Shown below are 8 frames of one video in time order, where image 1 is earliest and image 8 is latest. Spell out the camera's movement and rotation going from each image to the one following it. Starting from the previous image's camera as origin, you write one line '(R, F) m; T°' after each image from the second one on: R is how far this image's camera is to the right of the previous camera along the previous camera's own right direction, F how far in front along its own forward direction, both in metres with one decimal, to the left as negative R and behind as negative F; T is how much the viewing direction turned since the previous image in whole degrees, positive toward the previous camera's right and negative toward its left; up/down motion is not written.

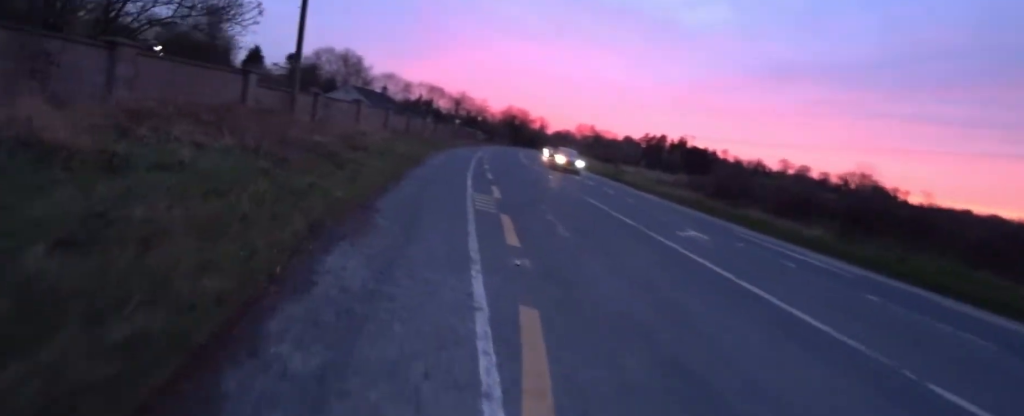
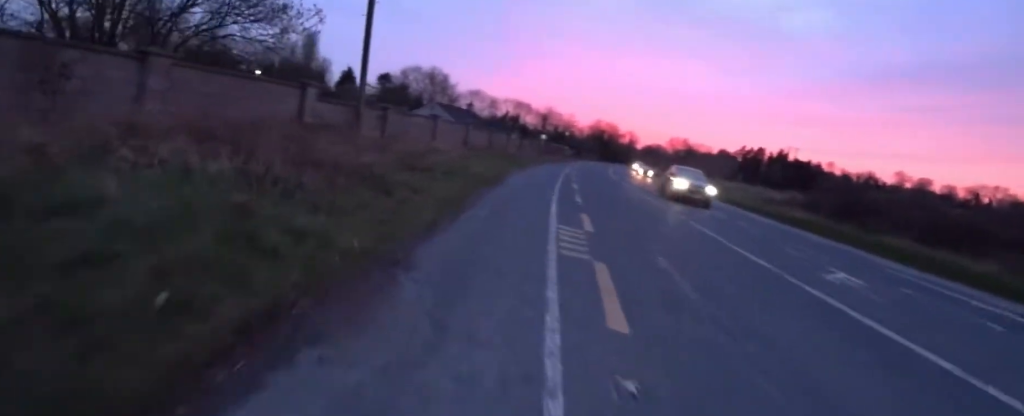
(0.0, +2.3) m; +4°
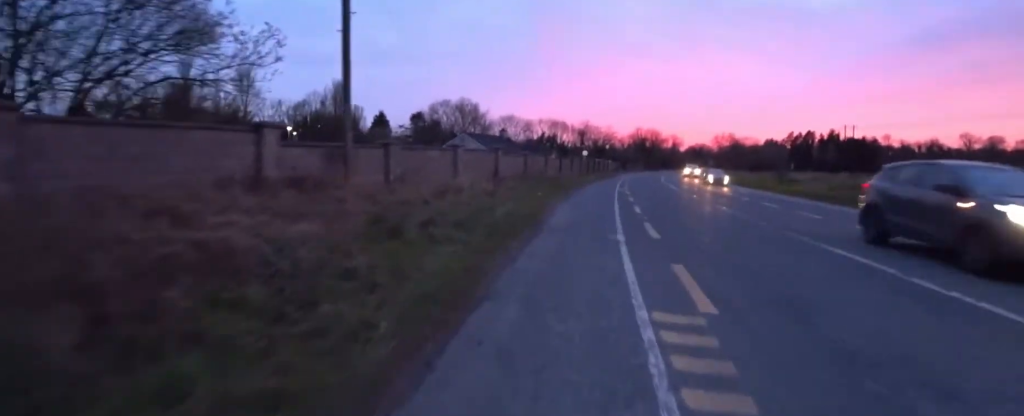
(+0.5, +3.6) m; +11°
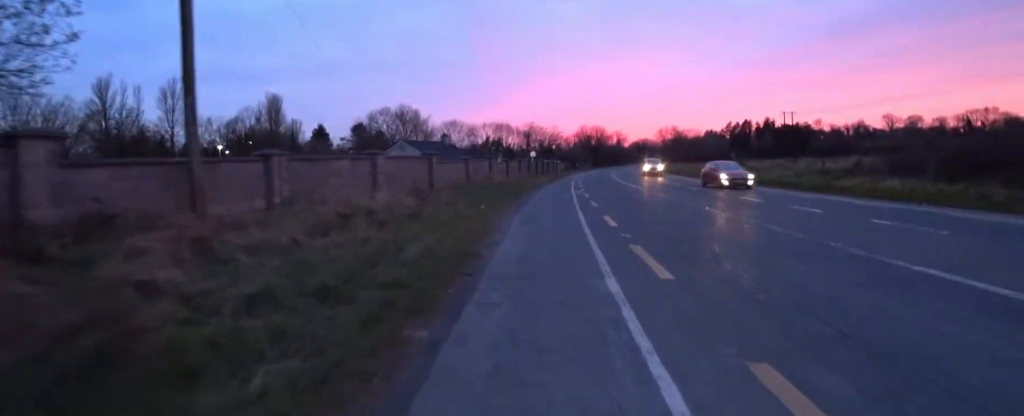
(+0.2, +3.5) m; +2°
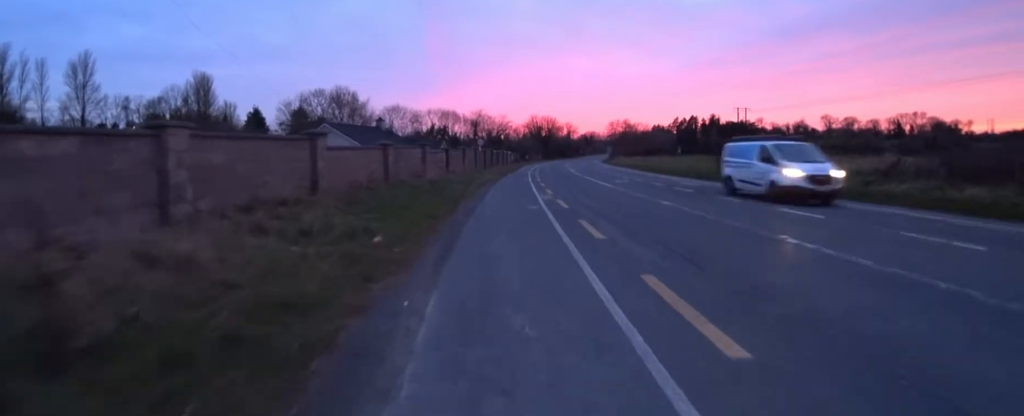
(+0.1, +7.2) m; +1°
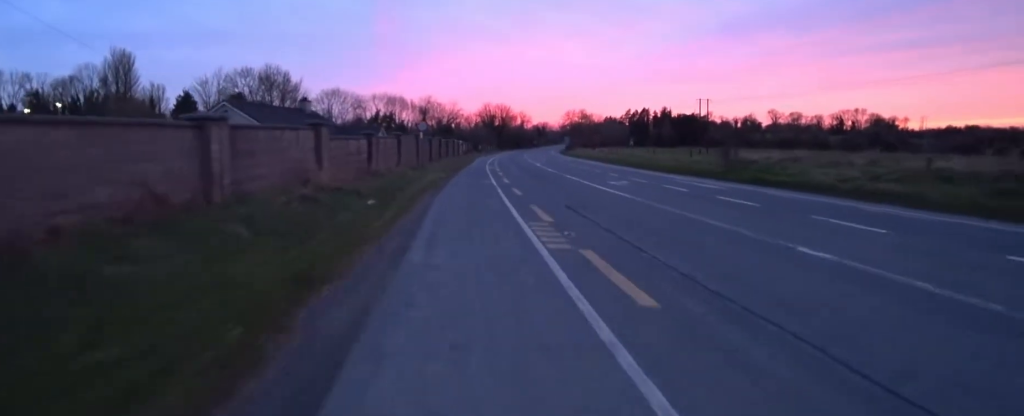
(0.0, +8.8) m; 0°
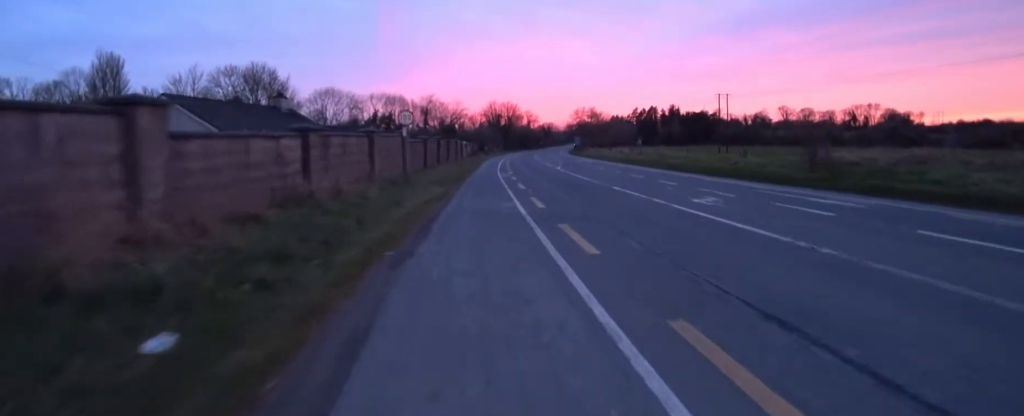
(0.0, +5.5) m; 0°
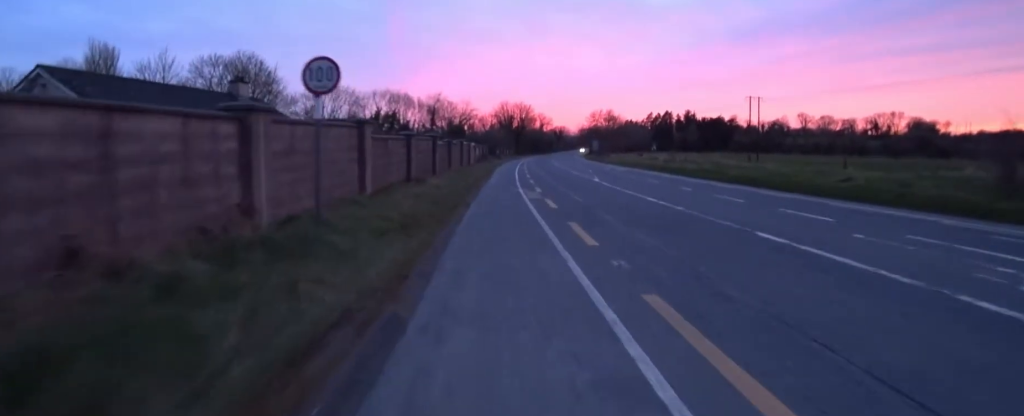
(0.0, +5.6) m; 0°
